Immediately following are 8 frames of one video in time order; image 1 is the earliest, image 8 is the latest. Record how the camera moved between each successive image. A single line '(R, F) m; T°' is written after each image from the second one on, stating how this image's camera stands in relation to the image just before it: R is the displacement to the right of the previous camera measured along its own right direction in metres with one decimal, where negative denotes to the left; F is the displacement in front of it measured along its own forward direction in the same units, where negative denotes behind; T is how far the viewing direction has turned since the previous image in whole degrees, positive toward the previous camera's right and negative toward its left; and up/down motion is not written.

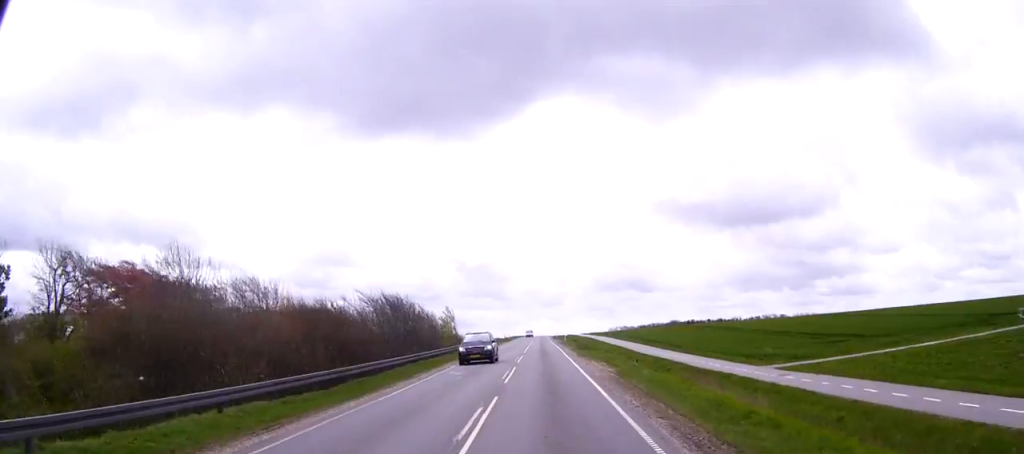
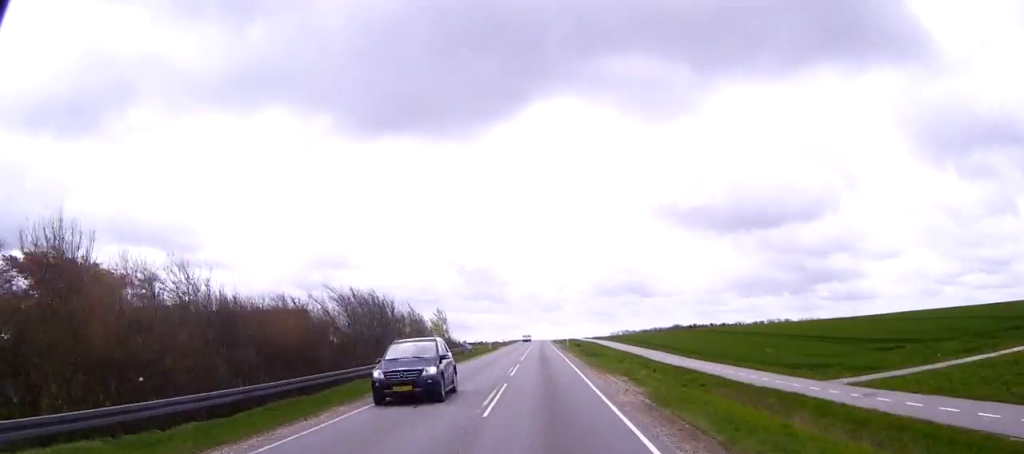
(0.0, +9.1) m; 0°
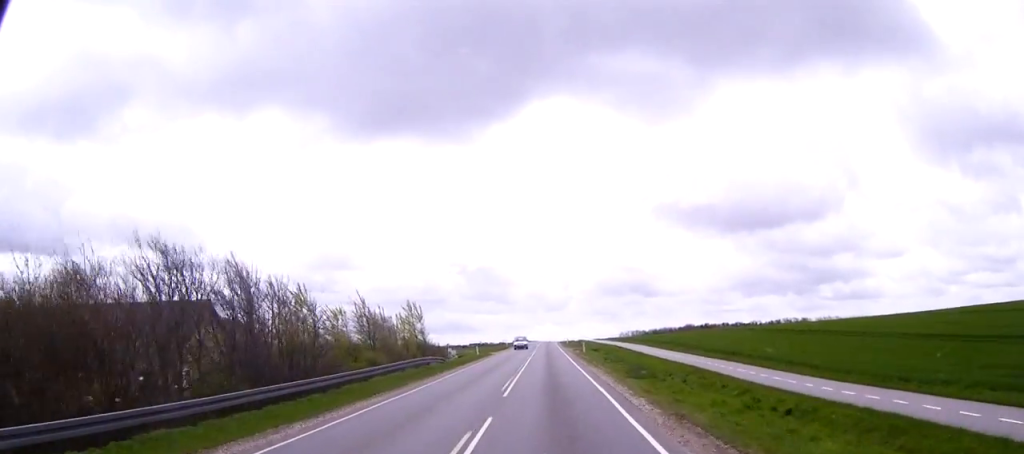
(0.0, +25.2) m; 0°
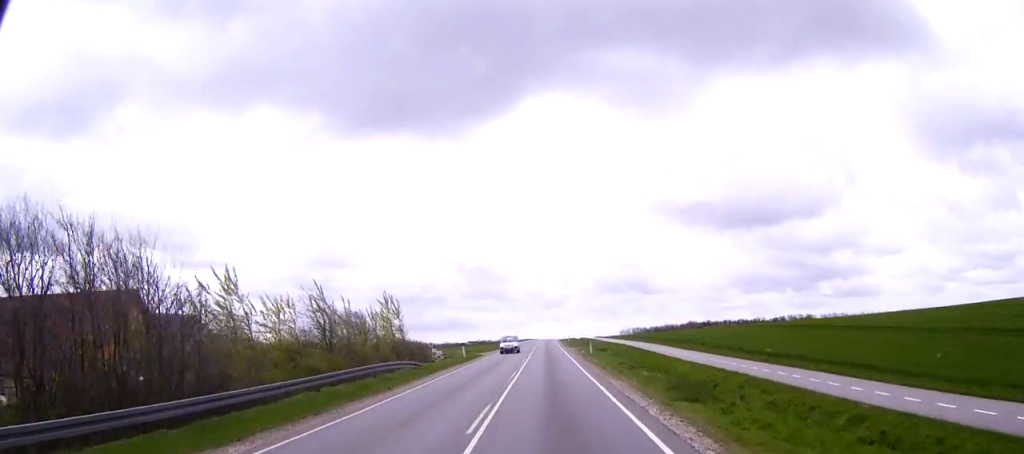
(0.0, +11.0) m; 0°
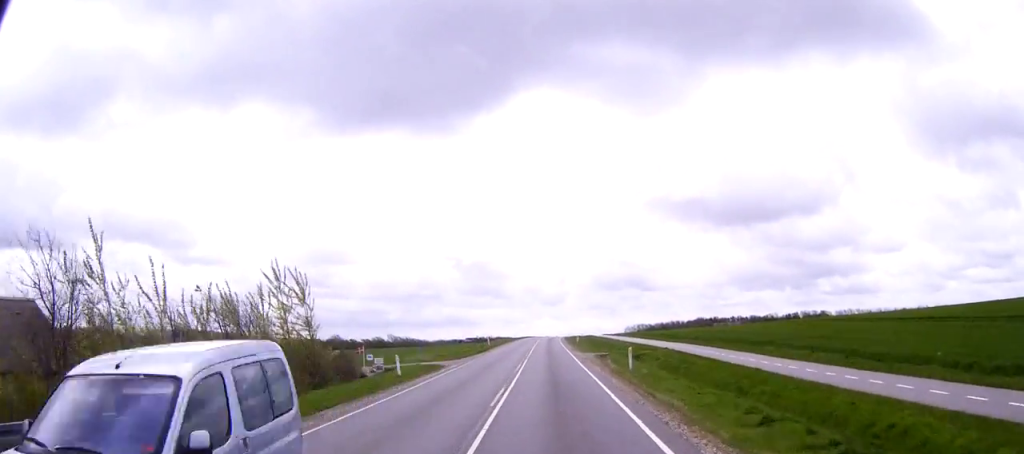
(-0.2, +26.2) m; 0°
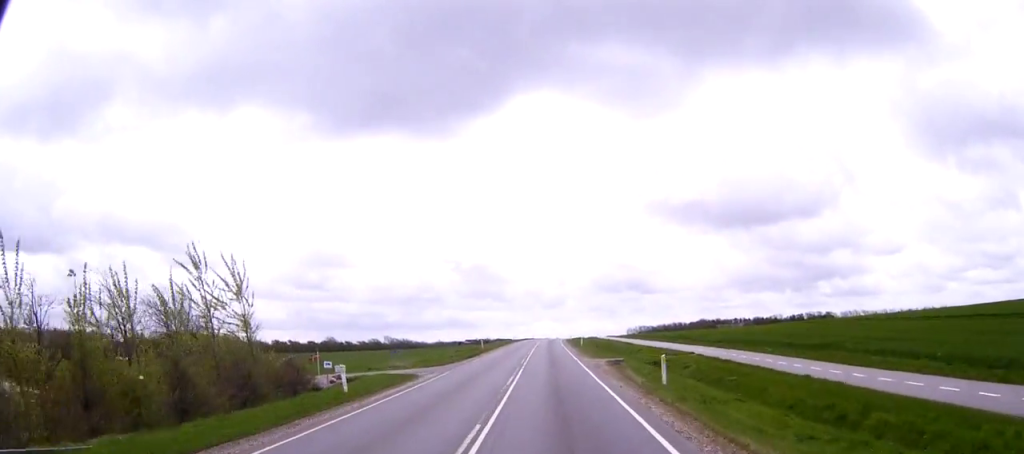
(0.0, +8.8) m; 0°
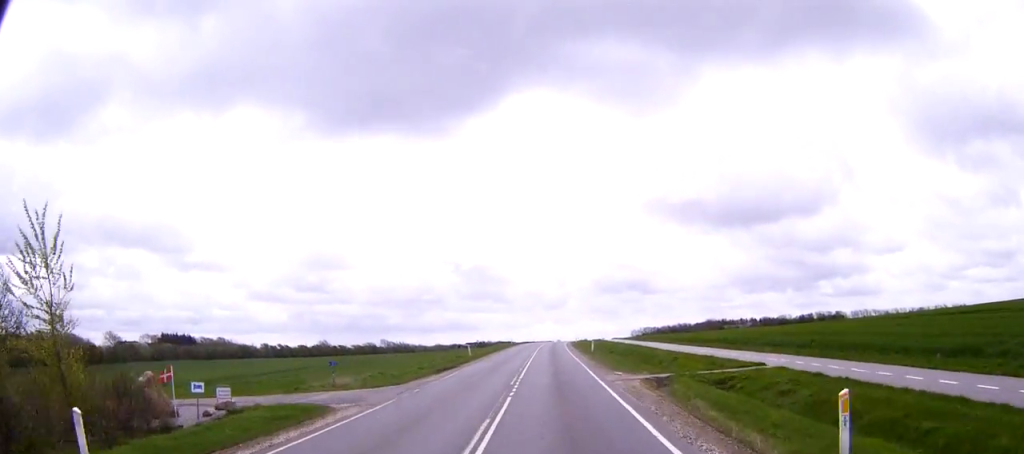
(0.0, +13.9) m; 0°
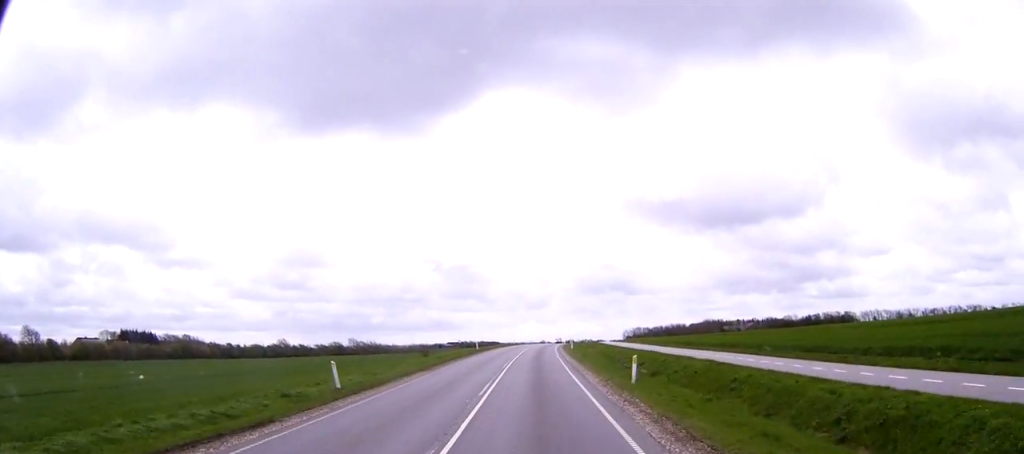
(+0.3, +34.3) m; +1°
